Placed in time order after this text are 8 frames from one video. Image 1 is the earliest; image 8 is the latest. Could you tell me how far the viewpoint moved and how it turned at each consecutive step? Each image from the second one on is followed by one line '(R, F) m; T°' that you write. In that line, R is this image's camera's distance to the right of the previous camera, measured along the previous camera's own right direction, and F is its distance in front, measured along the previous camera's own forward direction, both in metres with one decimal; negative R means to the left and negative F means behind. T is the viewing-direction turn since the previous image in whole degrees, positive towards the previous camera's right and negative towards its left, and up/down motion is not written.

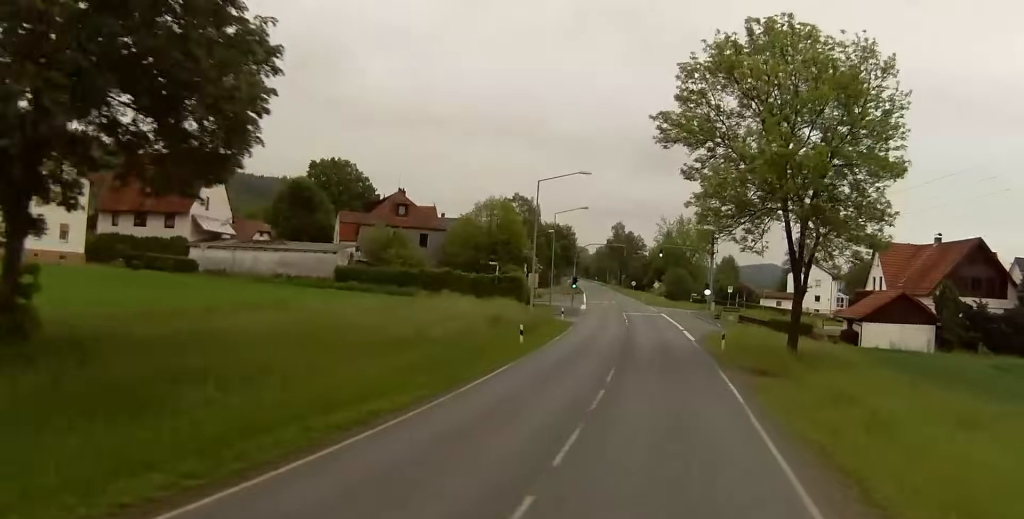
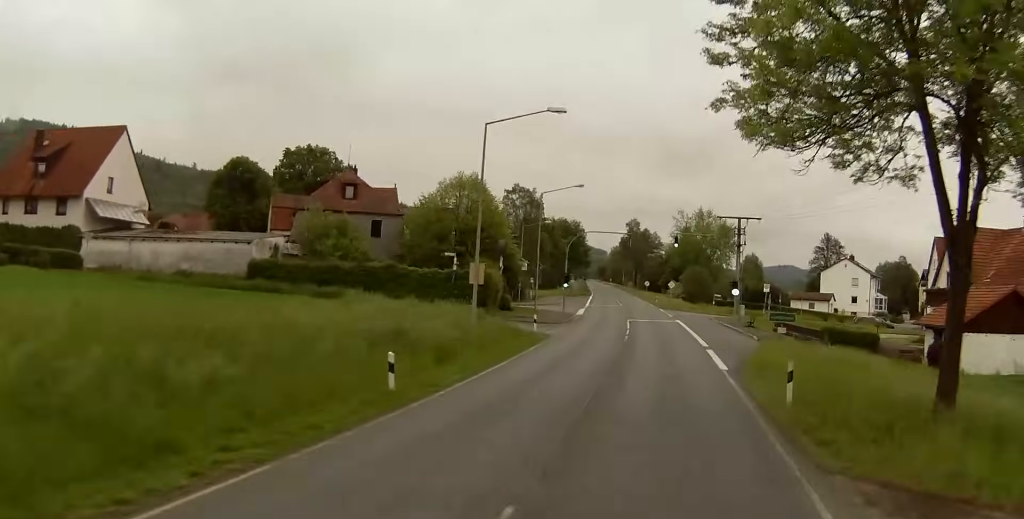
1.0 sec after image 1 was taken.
(-0.7, +17.5) m; -2°
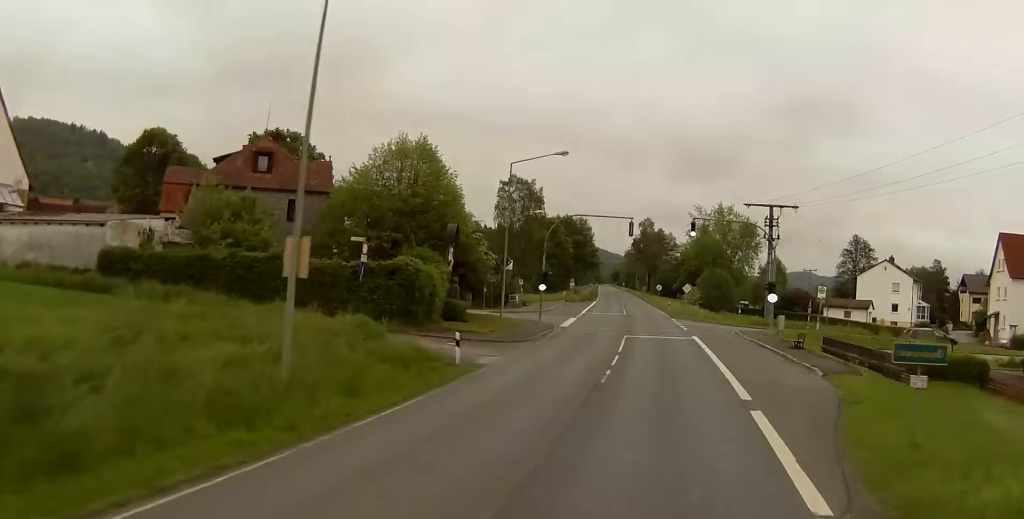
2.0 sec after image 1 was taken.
(0.0, +18.3) m; -1°
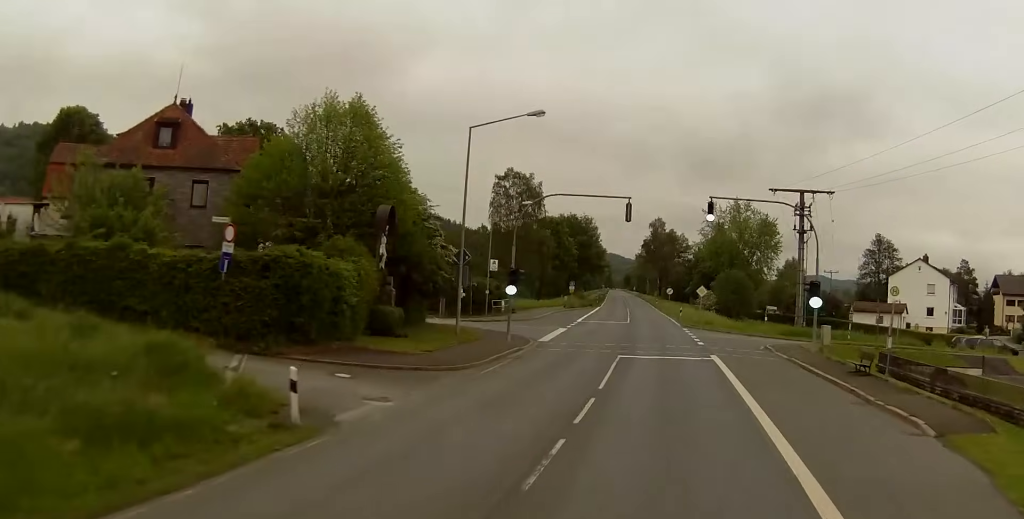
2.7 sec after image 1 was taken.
(-0.3, +13.9) m; -1°
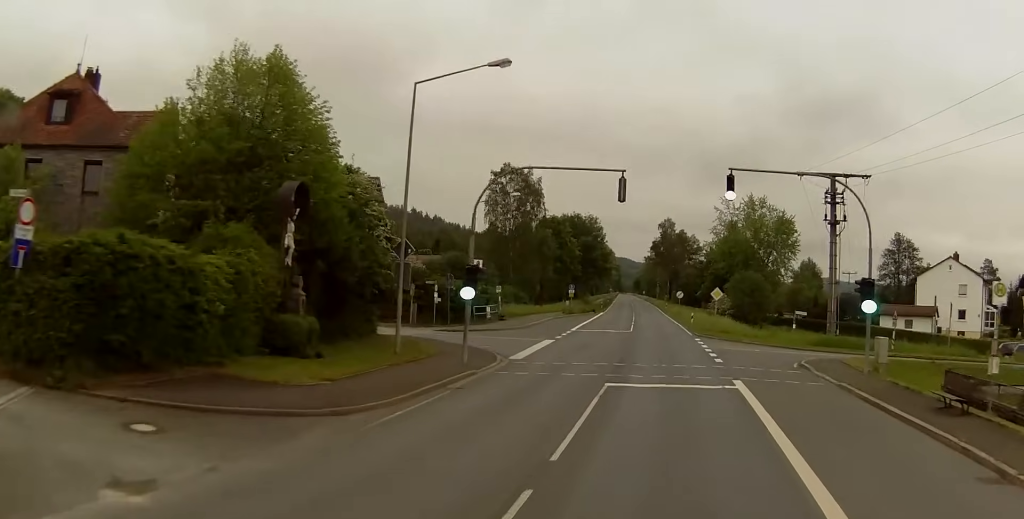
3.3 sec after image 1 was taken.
(-0.1, +10.9) m; -1°
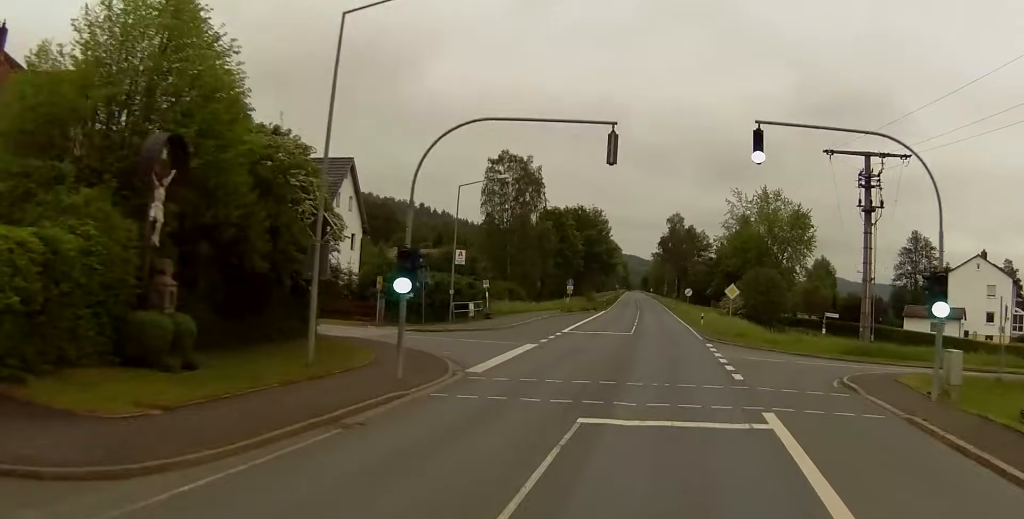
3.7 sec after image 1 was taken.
(0.0, +9.3) m; 0°
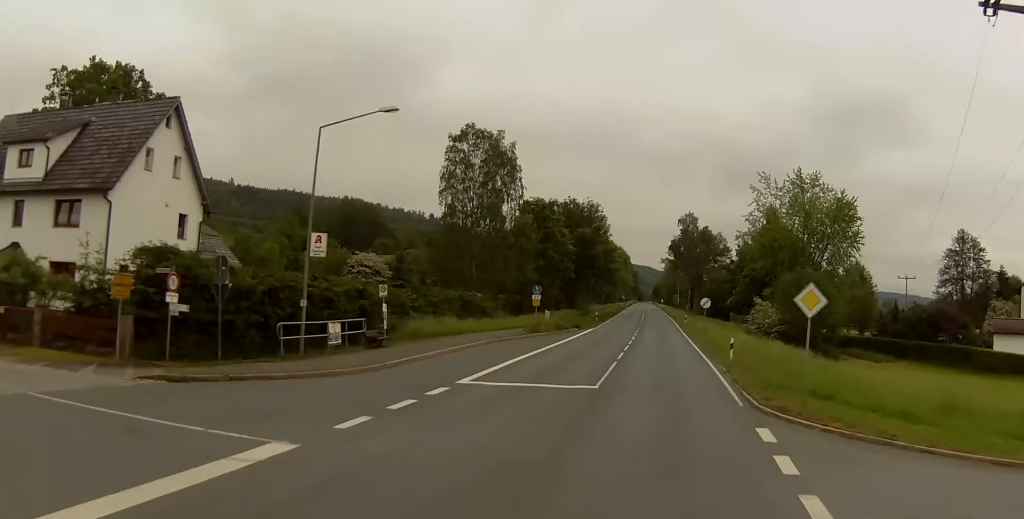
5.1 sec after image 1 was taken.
(-0.3, +30.6) m; -2°
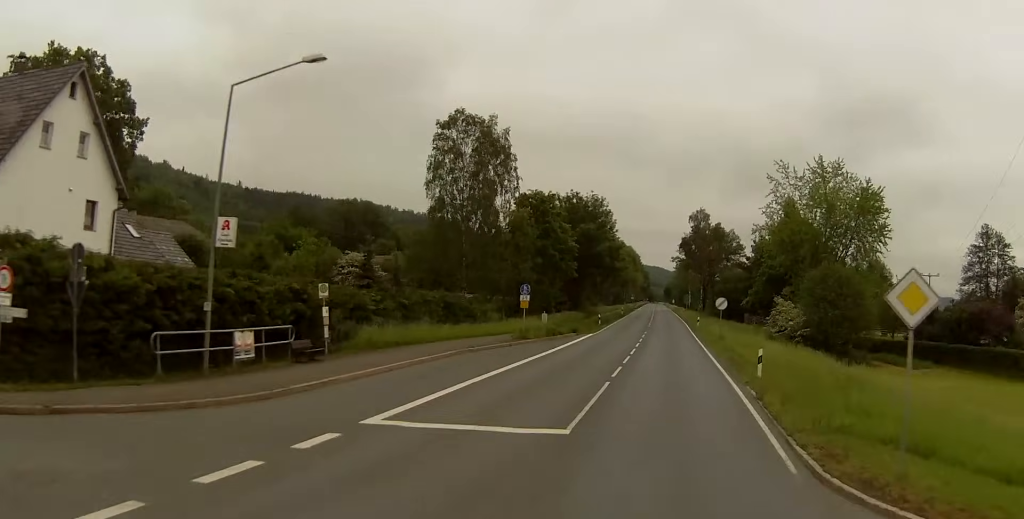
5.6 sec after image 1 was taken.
(-0.1, +8.8) m; 0°
